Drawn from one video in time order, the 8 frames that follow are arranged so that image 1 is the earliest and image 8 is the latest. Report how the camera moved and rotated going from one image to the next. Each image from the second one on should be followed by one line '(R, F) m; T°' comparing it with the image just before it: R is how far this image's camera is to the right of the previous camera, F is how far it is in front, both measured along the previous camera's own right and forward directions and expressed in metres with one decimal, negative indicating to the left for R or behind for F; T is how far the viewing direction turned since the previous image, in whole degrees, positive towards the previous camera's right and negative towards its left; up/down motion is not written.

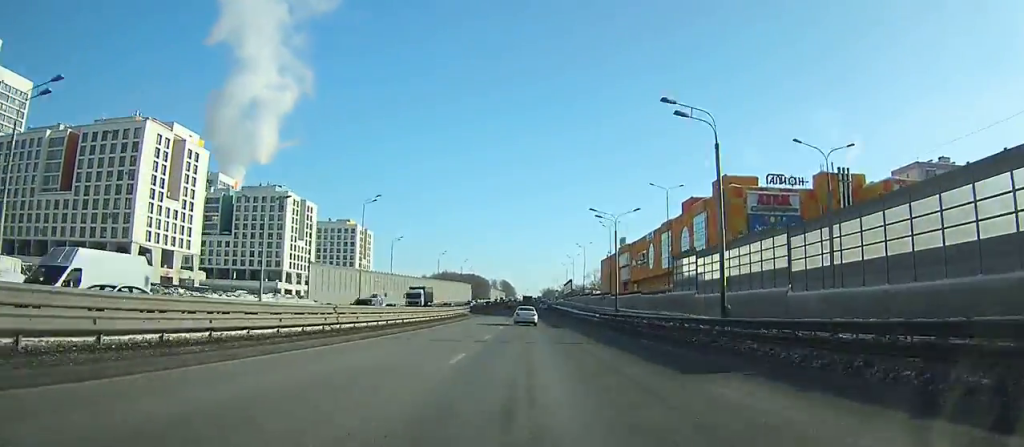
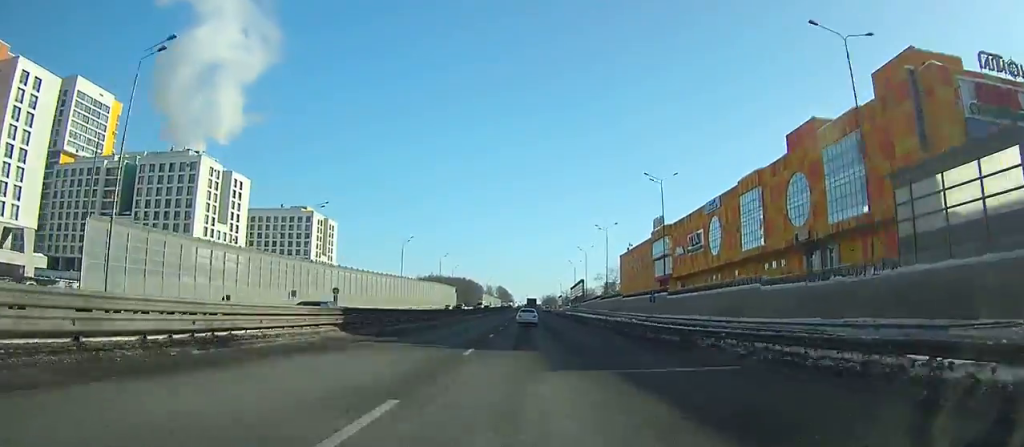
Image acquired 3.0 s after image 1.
(0.0, +56.2) m; +1°
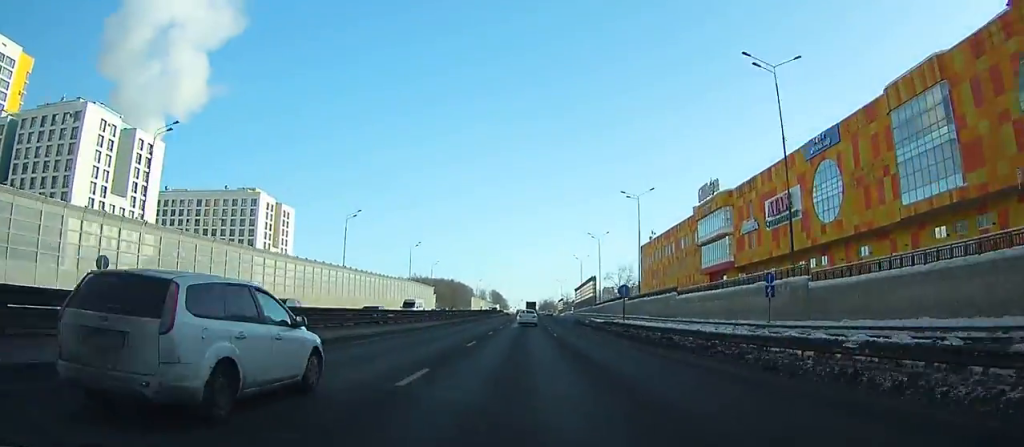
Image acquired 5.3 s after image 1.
(+0.4, +43.5) m; +1°
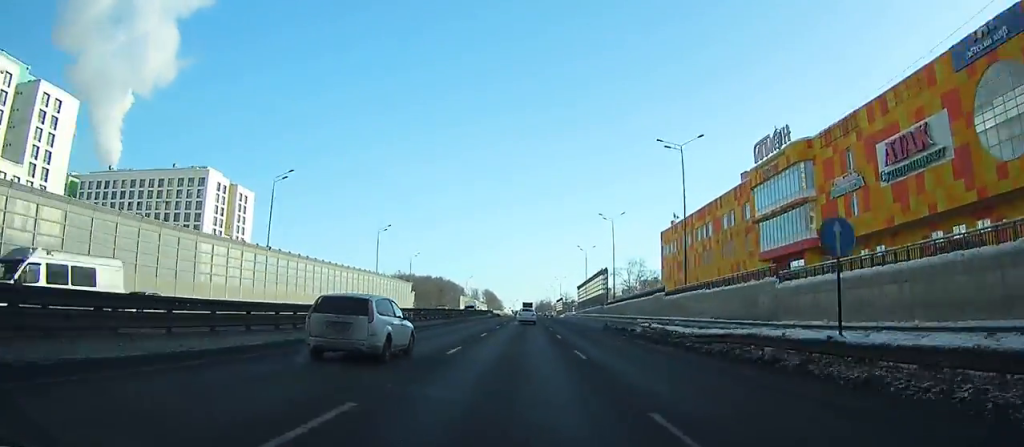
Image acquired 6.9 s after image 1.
(+0.1, +30.4) m; 0°
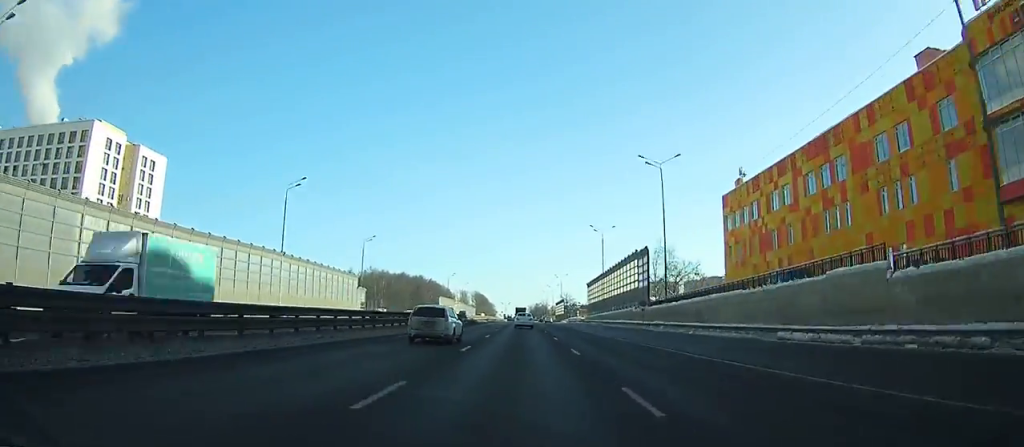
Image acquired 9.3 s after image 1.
(0.0, +45.7) m; 0°
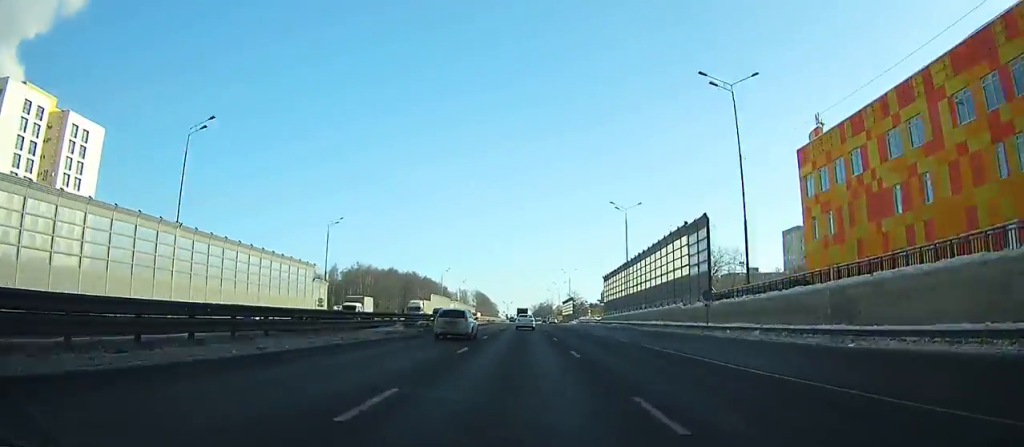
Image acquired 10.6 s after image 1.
(+0.1, +24.8) m; 0°
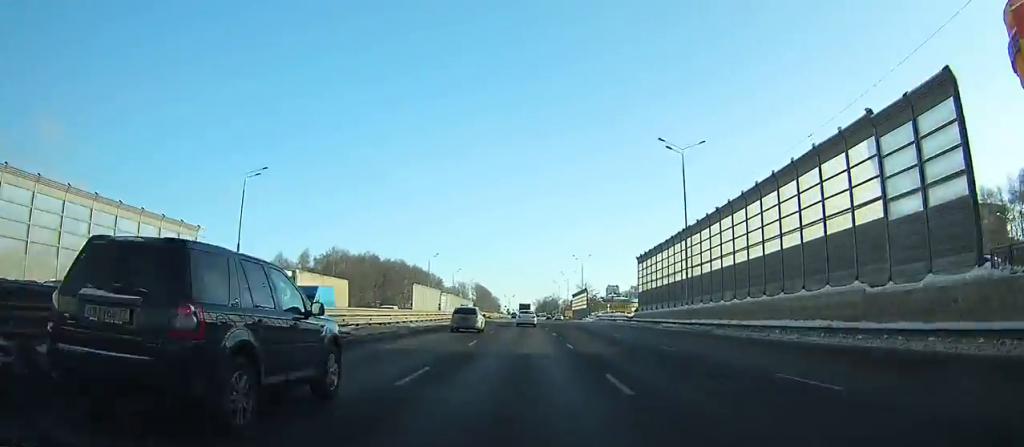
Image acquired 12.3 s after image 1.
(+0.1, +32.3) m; 0°
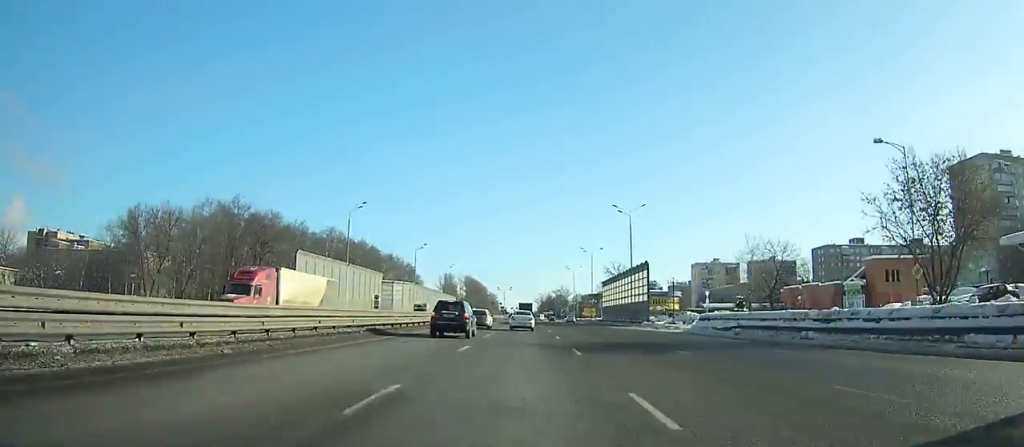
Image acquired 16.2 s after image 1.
(-0.7, +70.7) m; -1°
